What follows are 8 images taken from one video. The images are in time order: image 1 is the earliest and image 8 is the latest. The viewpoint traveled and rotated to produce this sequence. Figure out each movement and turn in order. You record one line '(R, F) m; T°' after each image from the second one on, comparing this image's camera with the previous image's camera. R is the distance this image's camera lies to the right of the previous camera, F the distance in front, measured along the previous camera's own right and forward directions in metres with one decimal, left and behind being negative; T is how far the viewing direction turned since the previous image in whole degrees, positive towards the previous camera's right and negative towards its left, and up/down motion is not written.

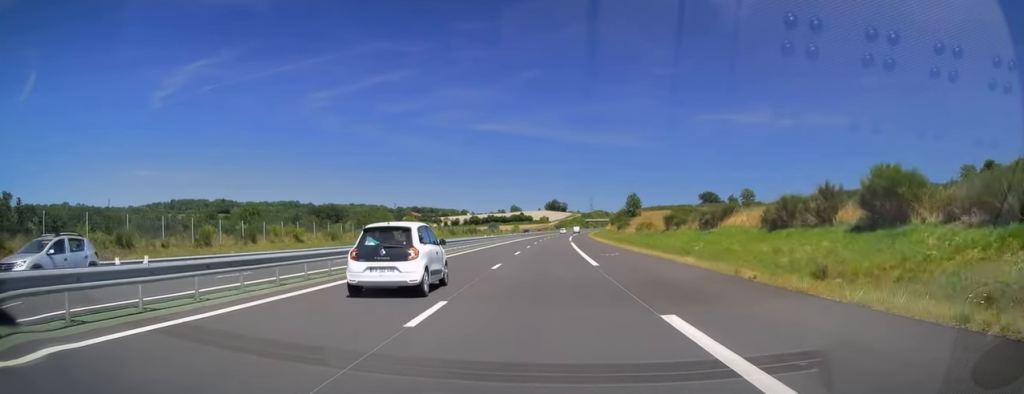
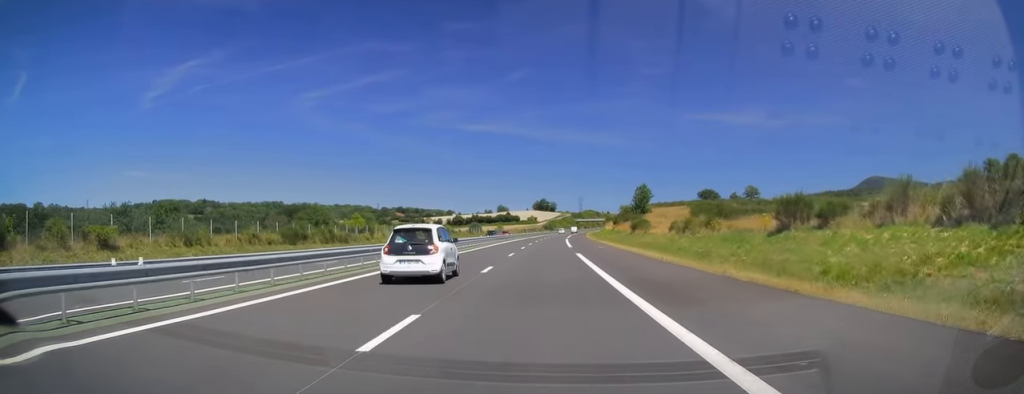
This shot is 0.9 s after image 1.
(+0.2, +27.9) m; +1°
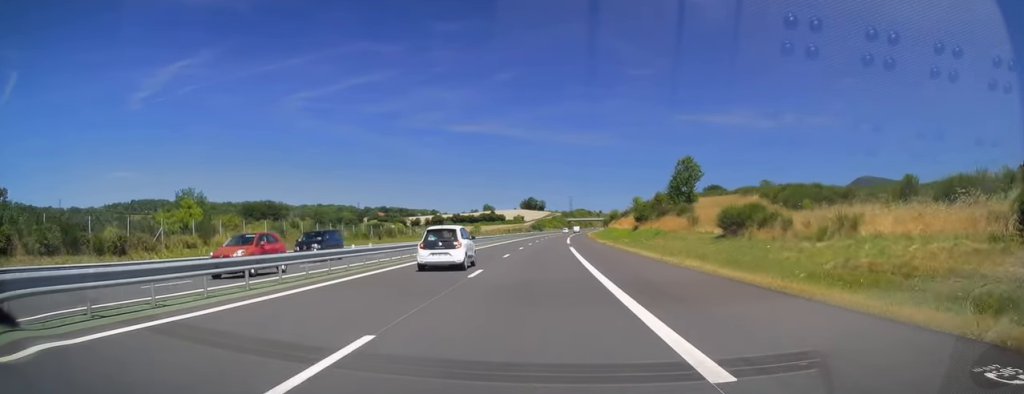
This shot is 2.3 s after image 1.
(+0.5, +41.2) m; +1°
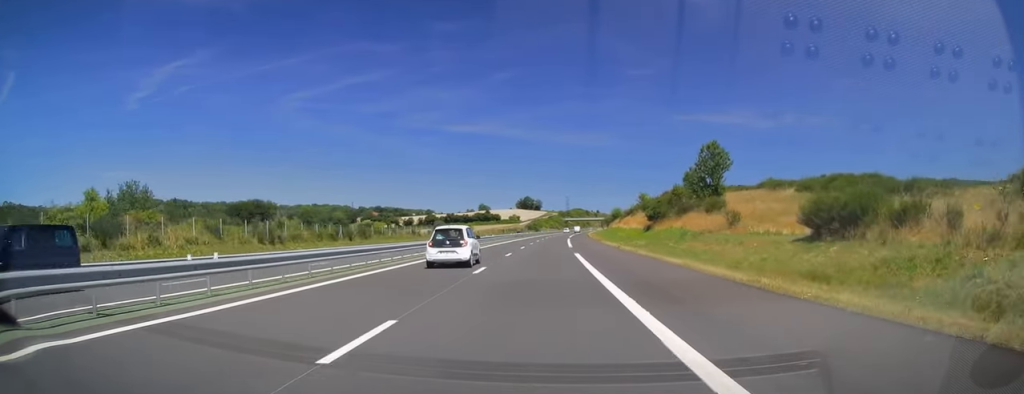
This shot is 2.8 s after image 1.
(0.0, +11.8) m; 0°
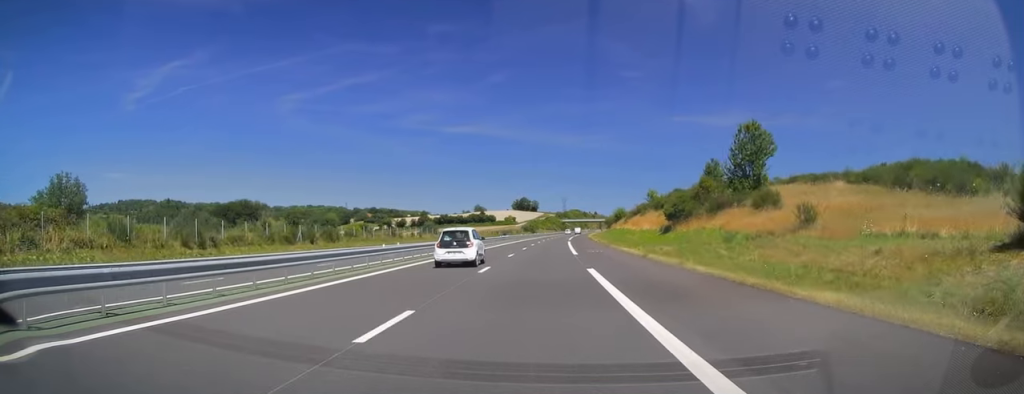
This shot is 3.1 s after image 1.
(0.0, +11.7) m; 0°
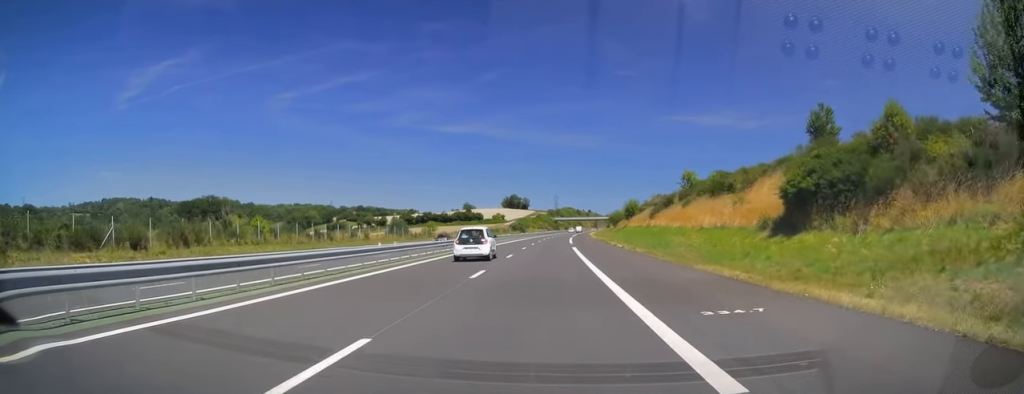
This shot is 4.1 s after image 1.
(+0.3, +29.0) m; +1°
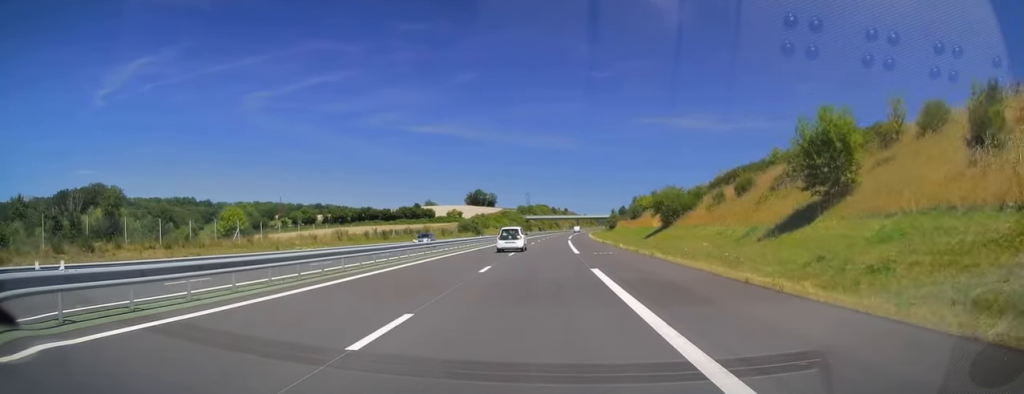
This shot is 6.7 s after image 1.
(+0.8, +76.1) m; +2°
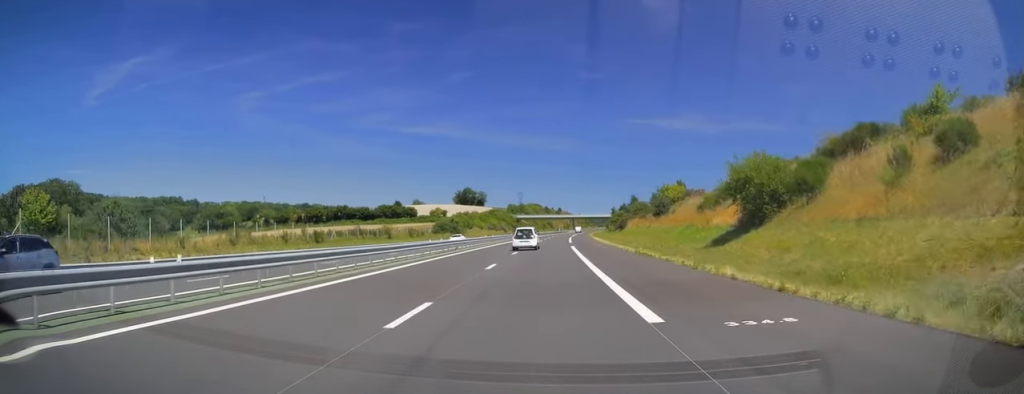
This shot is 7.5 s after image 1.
(+0.3, +24.6) m; +1°
